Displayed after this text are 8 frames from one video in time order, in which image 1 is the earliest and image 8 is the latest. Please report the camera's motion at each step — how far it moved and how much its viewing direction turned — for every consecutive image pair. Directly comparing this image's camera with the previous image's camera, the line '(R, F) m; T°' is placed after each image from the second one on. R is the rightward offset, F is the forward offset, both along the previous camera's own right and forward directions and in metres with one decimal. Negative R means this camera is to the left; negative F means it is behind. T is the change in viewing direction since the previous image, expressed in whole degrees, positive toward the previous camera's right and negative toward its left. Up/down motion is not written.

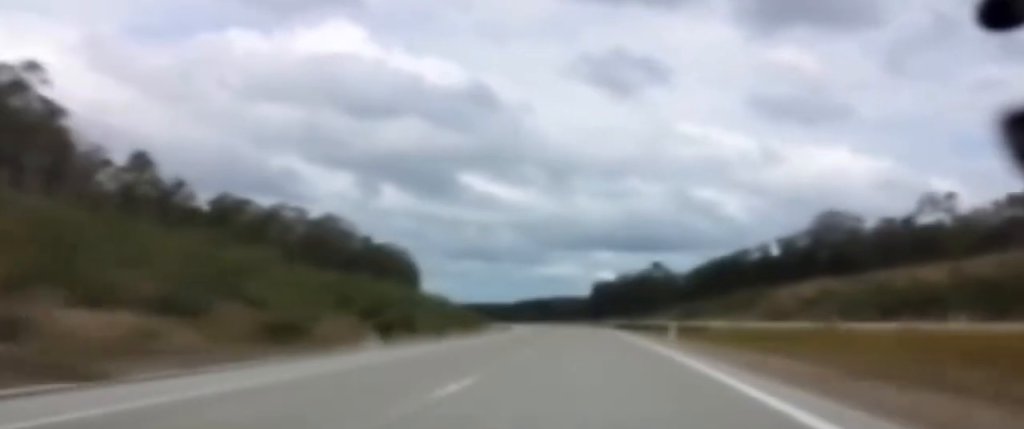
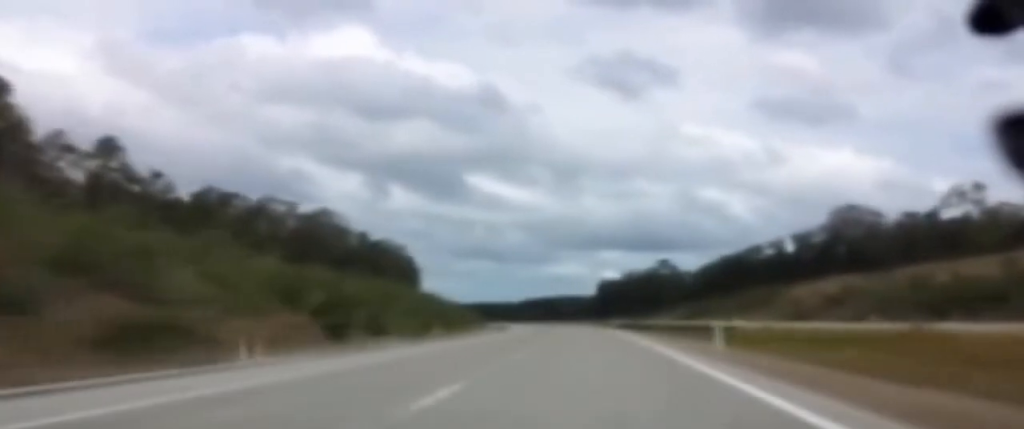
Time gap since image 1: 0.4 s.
(0.0, +13.3) m; -1°
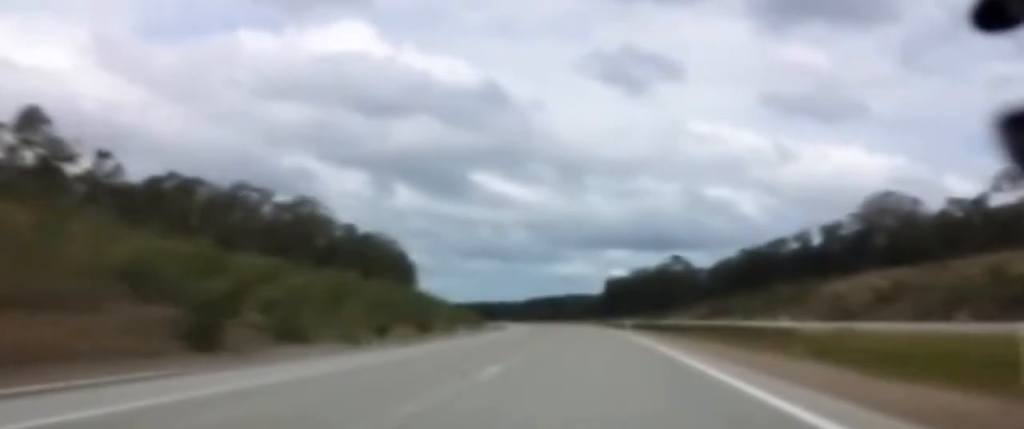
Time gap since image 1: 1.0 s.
(-0.3, +17.3) m; -1°
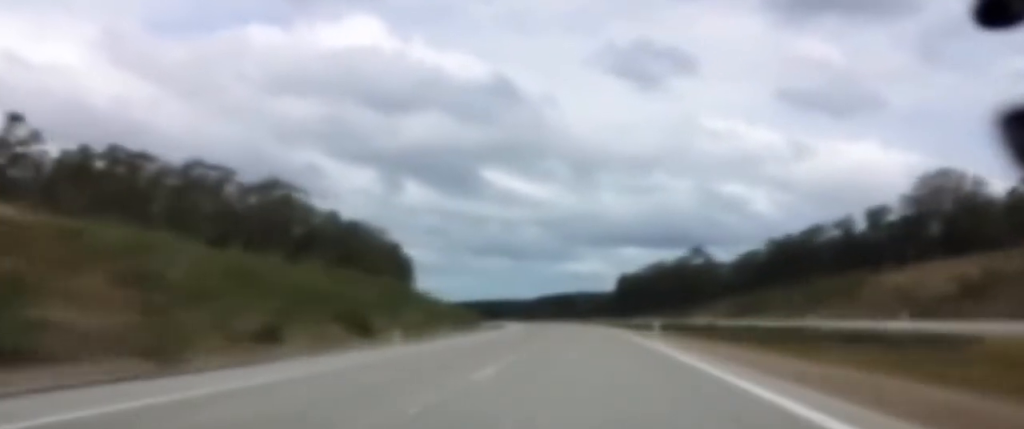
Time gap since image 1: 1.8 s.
(-0.2, +23.4) m; -1°
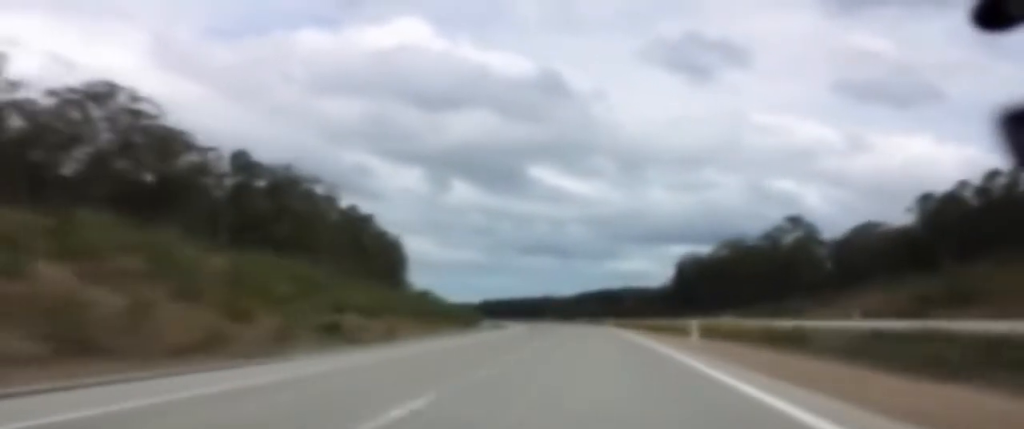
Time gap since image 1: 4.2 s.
(-0.9, +74.2) m; -2°
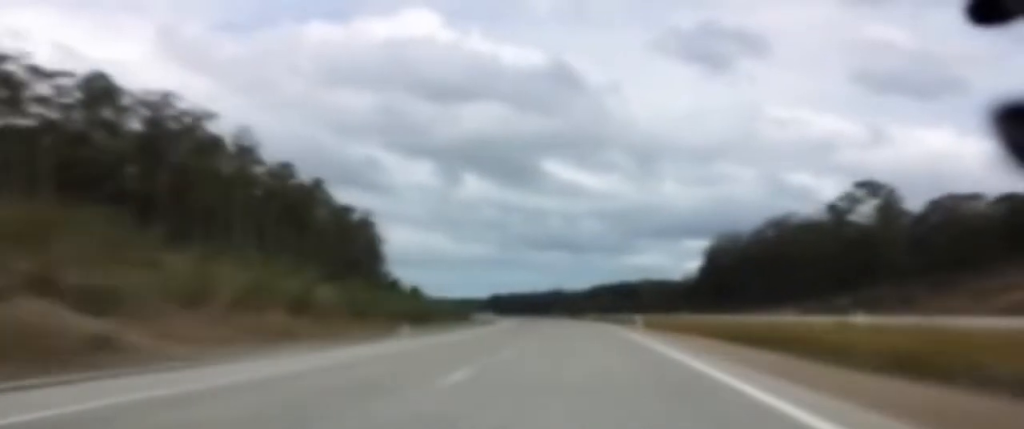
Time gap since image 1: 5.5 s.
(-0.3, +40.8) m; -1°
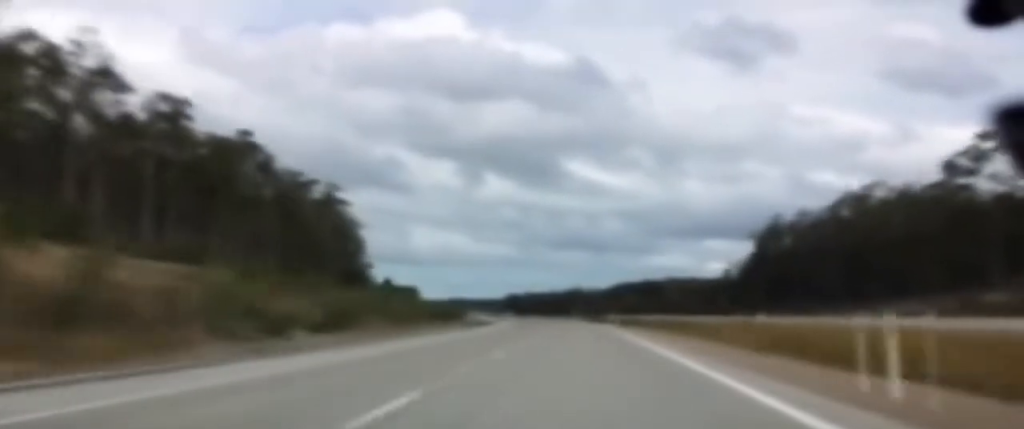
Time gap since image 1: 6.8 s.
(-0.4, +38.7) m; -1°
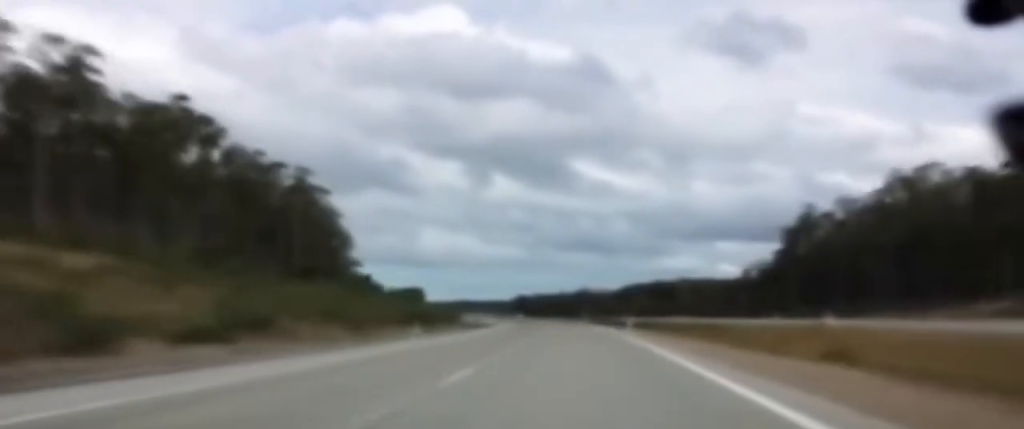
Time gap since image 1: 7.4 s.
(-0.2, +17.3) m; 0°
